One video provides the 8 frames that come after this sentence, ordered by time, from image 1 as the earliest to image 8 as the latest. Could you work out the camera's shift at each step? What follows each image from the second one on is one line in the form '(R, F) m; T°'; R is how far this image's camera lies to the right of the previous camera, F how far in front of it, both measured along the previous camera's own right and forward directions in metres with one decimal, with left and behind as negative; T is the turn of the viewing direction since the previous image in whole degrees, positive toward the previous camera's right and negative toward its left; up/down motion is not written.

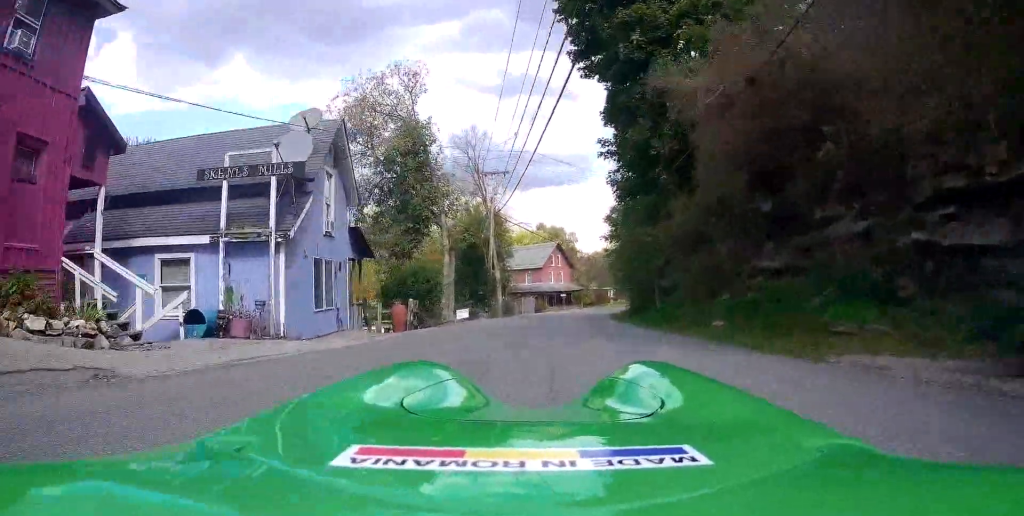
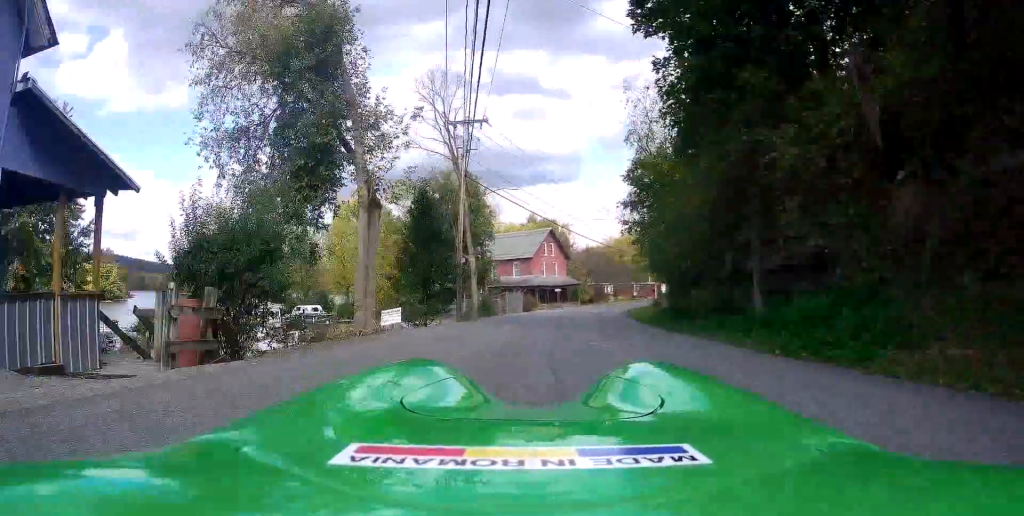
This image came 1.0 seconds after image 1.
(0.0, +12.7) m; 0°
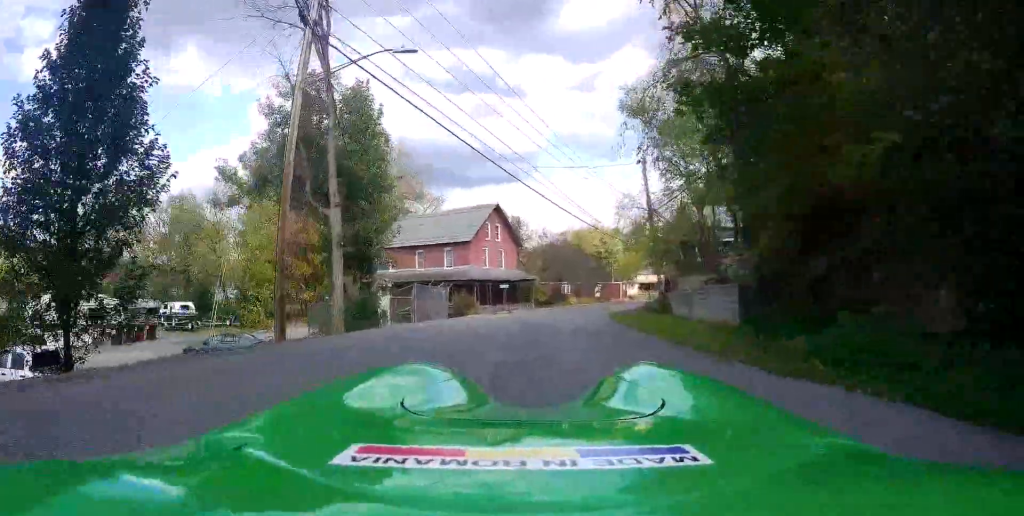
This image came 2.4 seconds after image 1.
(0.0, +18.8) m; +3°
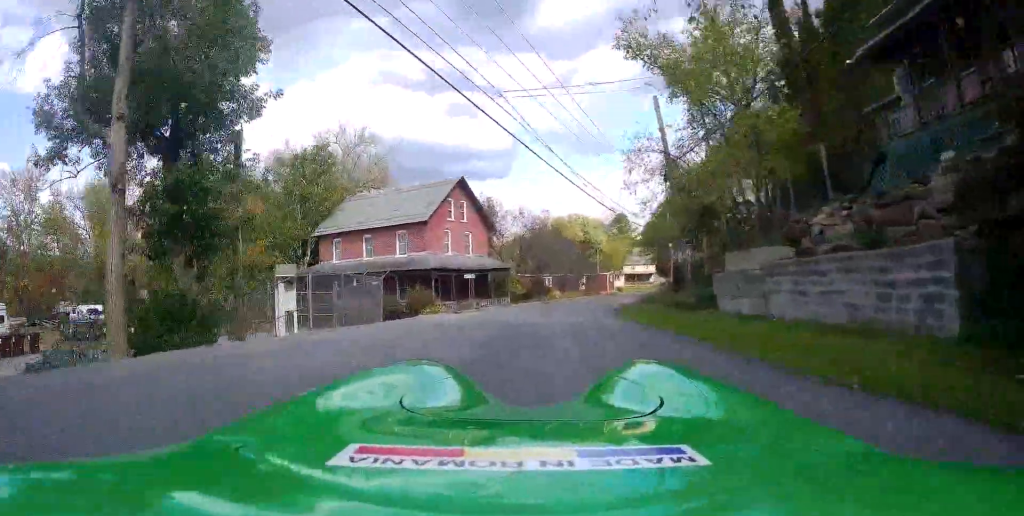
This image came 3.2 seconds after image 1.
(+0.5, +10.1) m; +3°
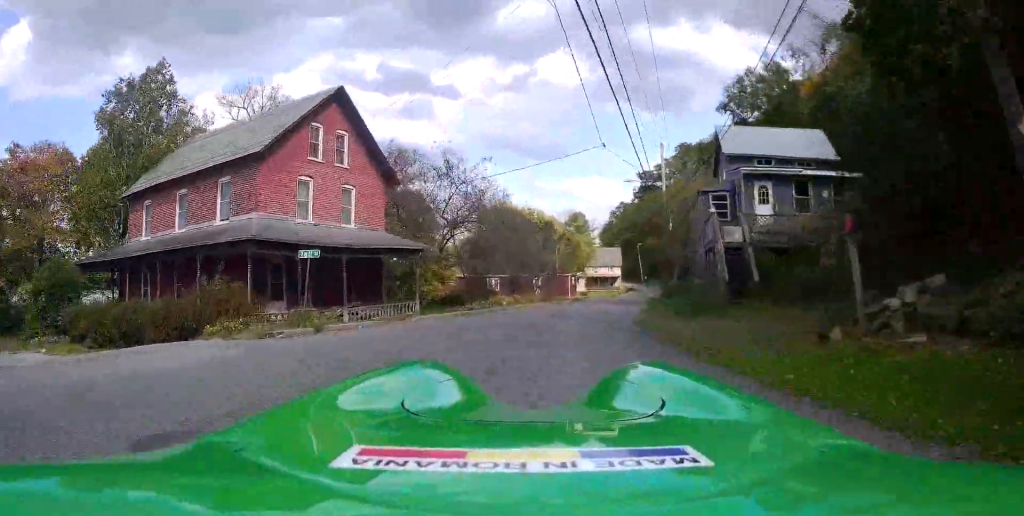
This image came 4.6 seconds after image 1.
(+0.5, +19.5) m; +7°
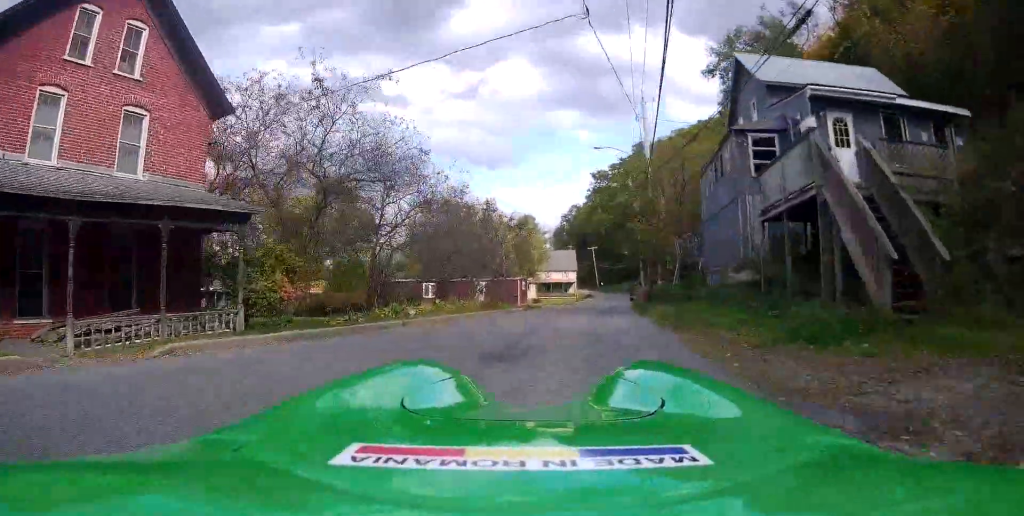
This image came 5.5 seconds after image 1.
(+1.2, +12.8) m; +5°
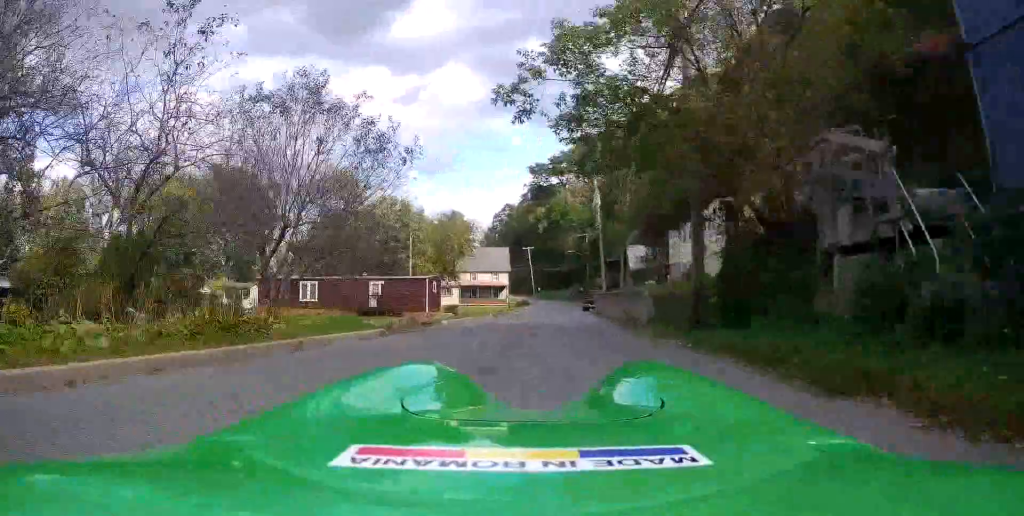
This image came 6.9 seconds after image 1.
(+0.1, +21.7) m; +1°
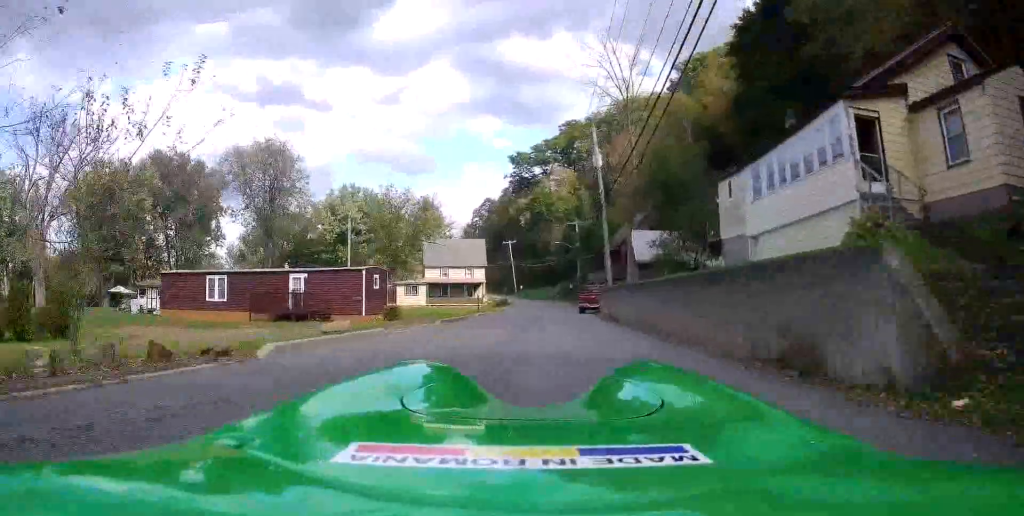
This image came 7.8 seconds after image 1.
(0.0, +13.9) m; +2°
